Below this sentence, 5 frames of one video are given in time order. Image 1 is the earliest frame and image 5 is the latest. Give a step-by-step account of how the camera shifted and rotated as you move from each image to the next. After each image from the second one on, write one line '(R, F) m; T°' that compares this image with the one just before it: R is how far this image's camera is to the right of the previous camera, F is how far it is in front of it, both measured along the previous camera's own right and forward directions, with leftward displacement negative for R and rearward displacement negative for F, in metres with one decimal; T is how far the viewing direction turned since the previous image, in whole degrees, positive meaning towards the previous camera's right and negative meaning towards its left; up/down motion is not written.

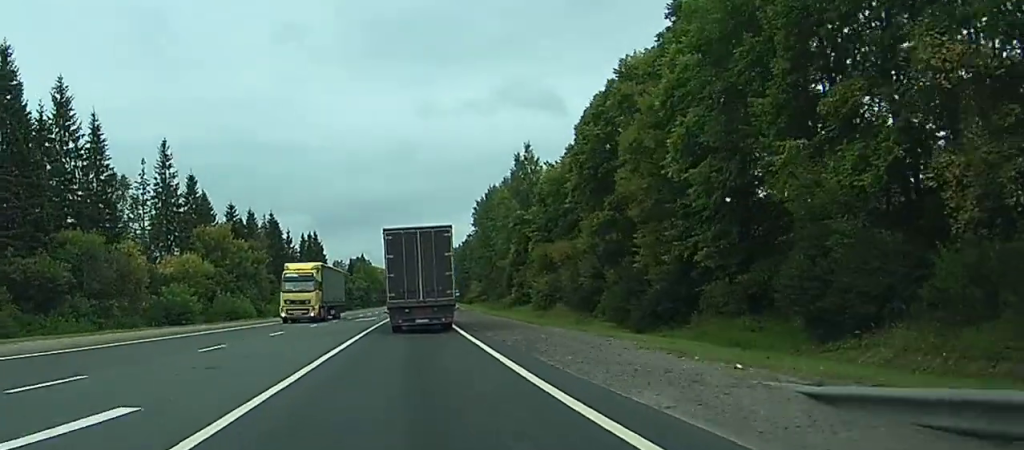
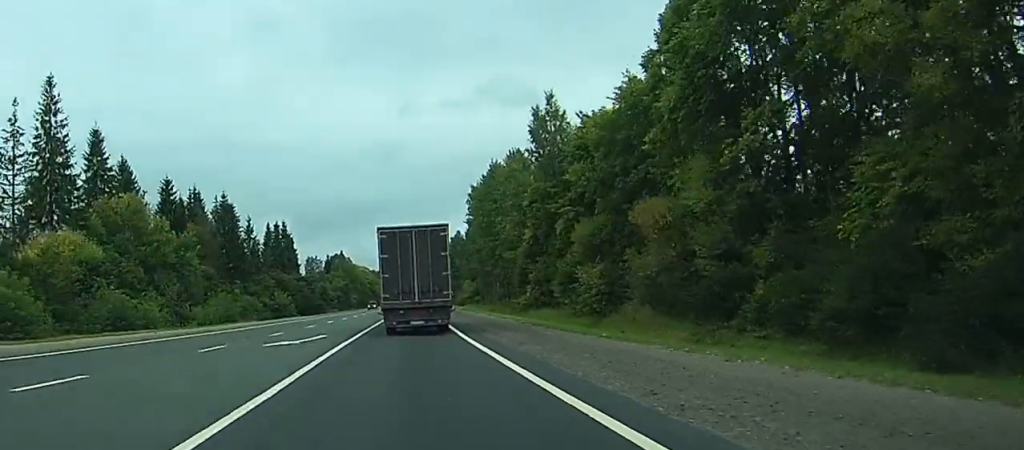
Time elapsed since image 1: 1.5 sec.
(+0.2, +35.2) m; +1°
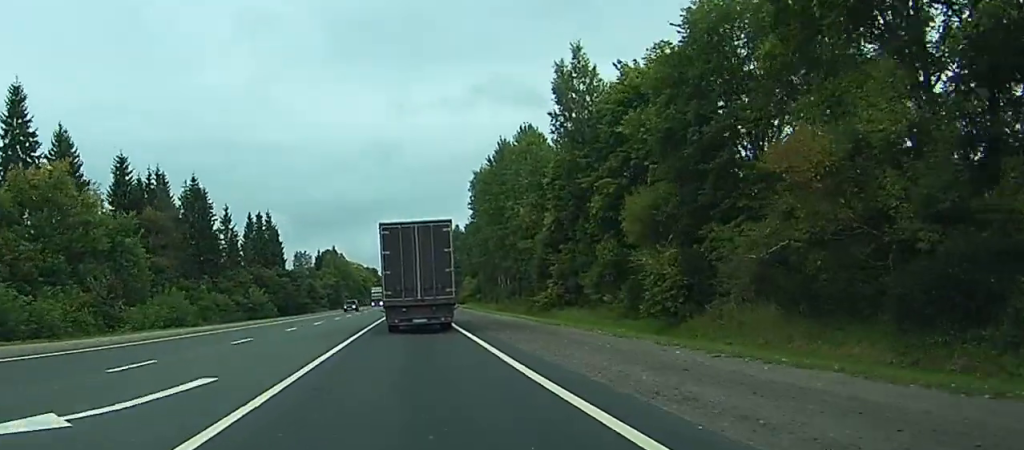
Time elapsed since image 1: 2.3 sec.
(+0.2, +19.5) m; +1°
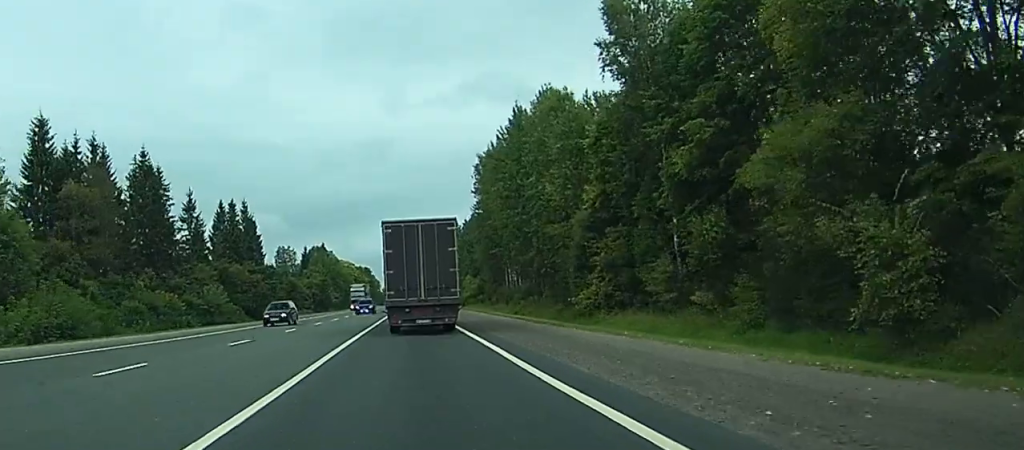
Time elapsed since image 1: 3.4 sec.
(+0.1, +24.1) m; 0°
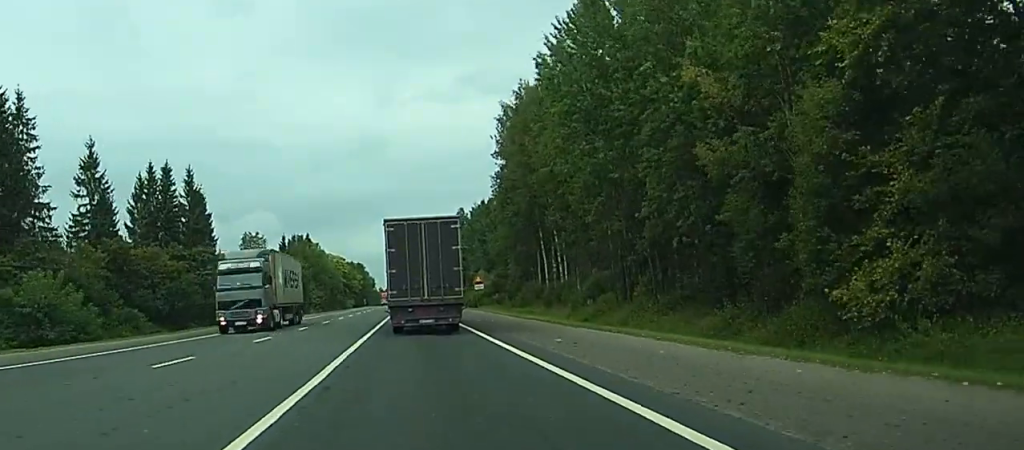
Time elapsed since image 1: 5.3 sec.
(+0.1, +44.8) m; 0°
